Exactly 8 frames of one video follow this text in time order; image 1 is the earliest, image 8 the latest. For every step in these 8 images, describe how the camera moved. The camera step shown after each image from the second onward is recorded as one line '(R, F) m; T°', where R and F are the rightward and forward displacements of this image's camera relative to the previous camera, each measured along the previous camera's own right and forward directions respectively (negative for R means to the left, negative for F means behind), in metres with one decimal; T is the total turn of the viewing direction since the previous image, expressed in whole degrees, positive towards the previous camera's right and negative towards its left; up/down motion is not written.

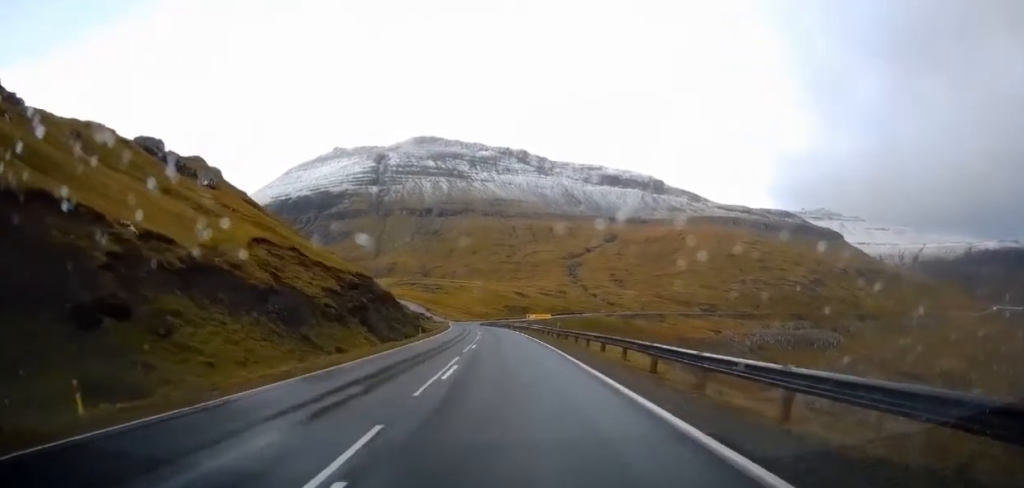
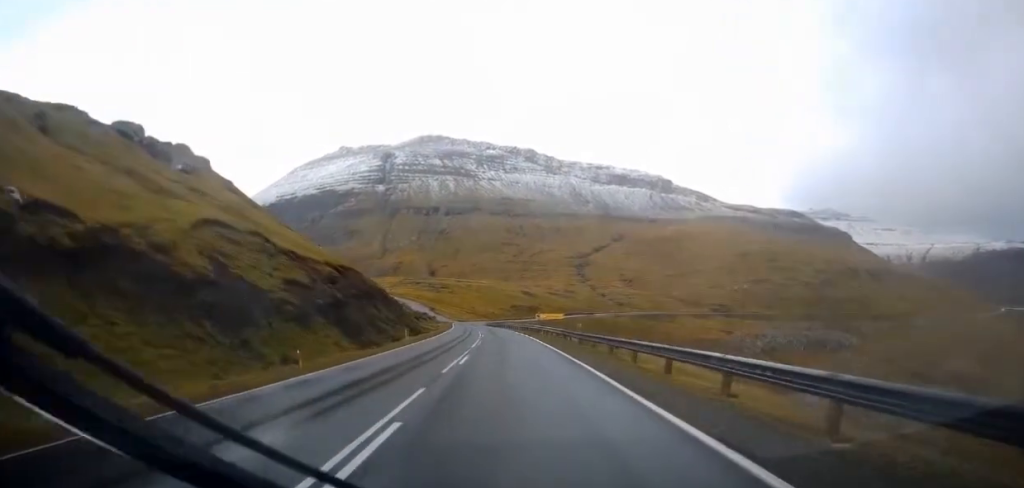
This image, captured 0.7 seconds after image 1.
(+0.3, +9.4) m; 0°
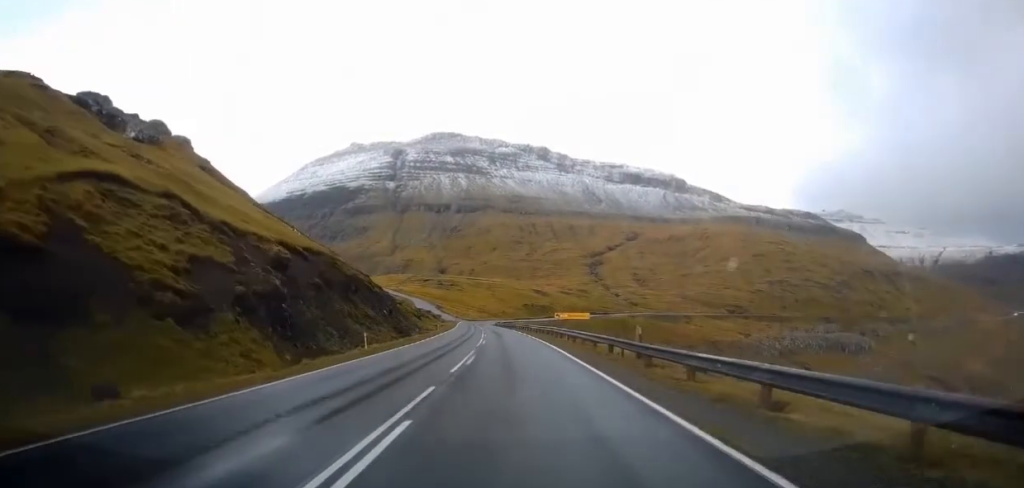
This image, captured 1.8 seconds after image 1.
(-0.4, +13.7) m; 0°
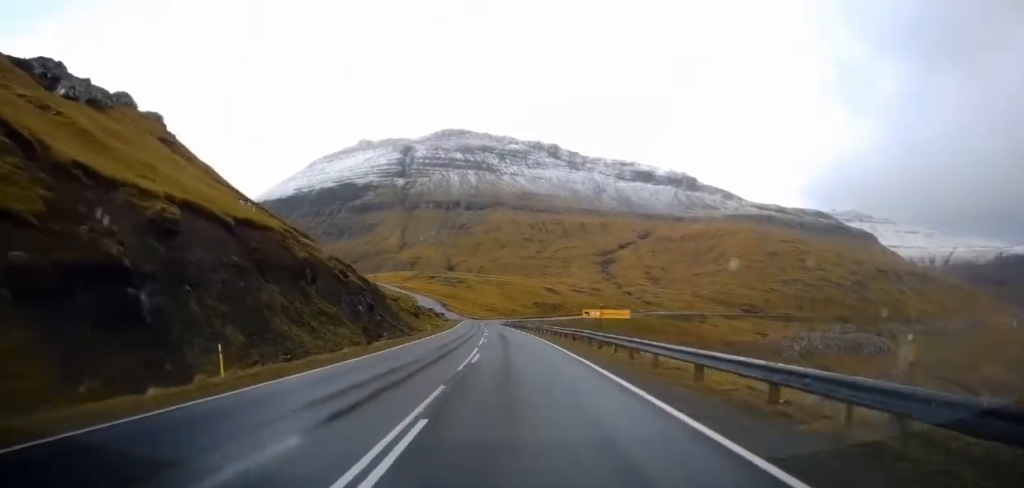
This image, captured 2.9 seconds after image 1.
(+0.3, +14.4) m; -1°
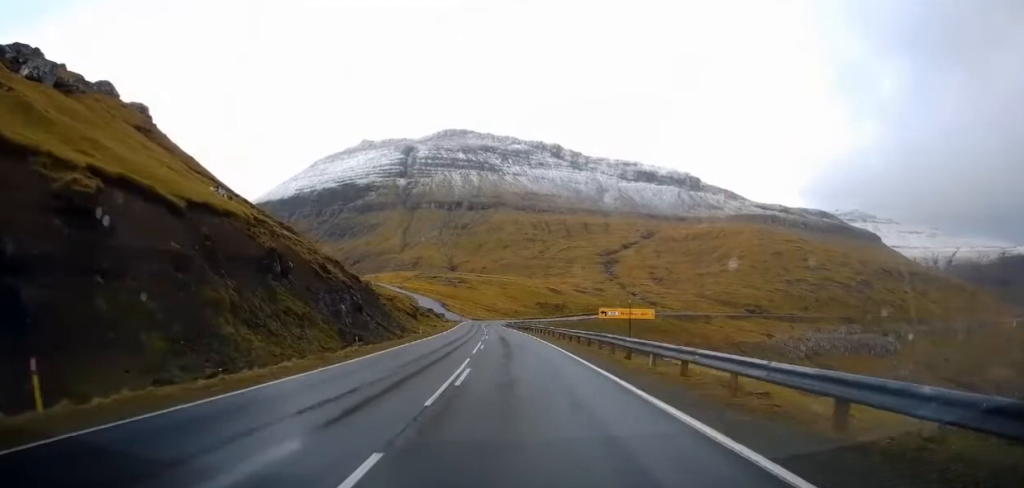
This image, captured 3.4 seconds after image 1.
(-0.1, +5.9) m; -2°
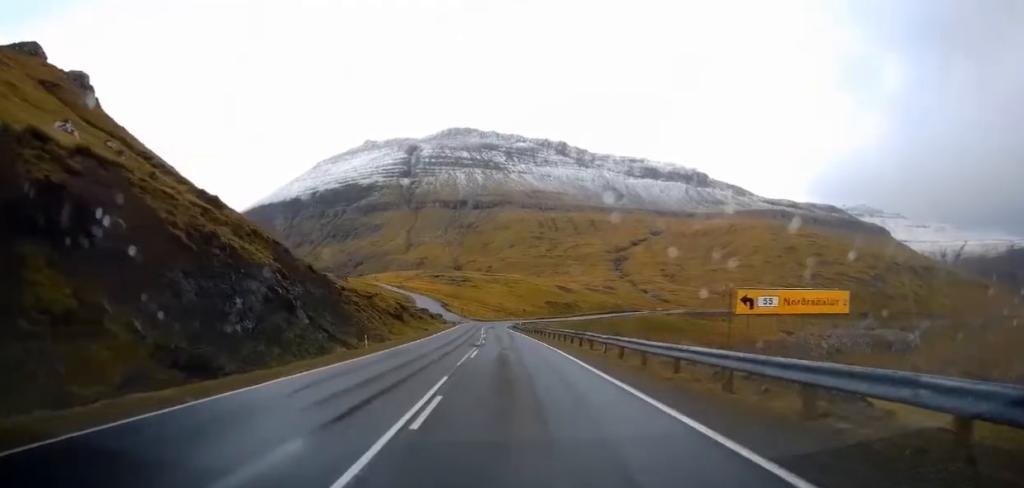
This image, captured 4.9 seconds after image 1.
(-0.4, +19.0) m; +1°
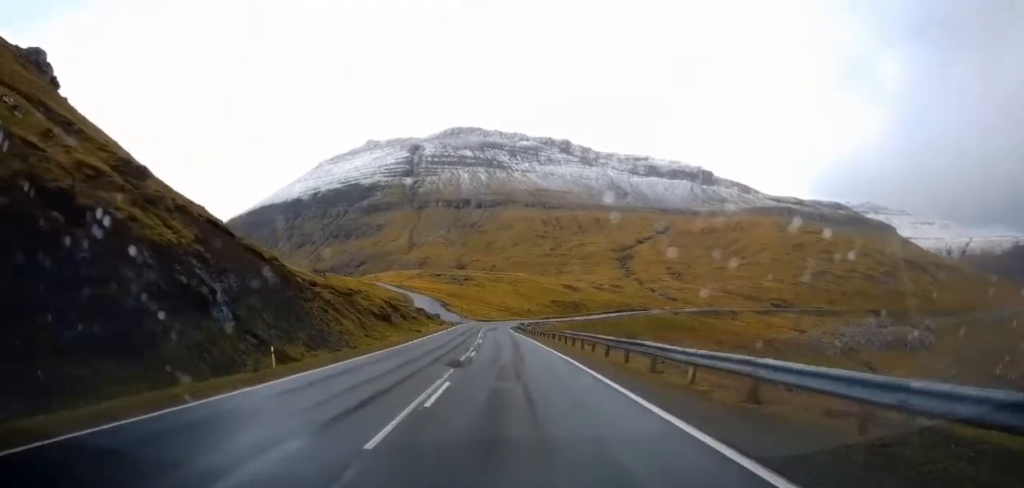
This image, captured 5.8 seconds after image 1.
(+0.7, +11.5) m; -1°
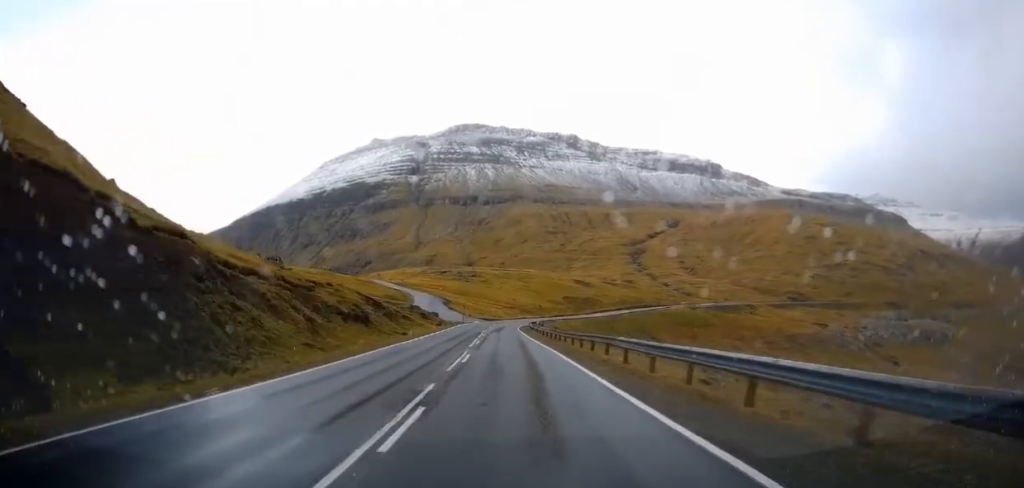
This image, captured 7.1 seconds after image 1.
(-1.2, +16.7) m; -3°
